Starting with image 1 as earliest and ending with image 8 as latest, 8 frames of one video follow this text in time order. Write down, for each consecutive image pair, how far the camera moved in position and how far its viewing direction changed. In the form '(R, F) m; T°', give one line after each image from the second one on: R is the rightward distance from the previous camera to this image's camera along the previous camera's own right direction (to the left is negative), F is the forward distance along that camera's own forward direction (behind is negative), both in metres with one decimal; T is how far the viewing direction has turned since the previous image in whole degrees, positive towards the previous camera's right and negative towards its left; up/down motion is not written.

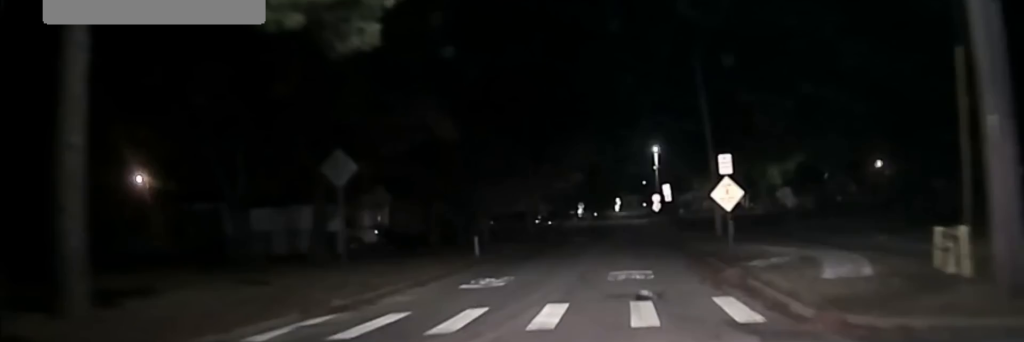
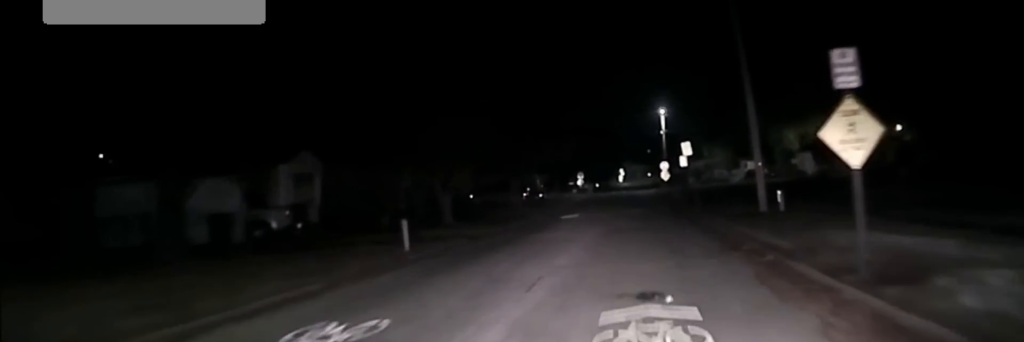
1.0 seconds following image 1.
(0.0, +11.4) m; +2°
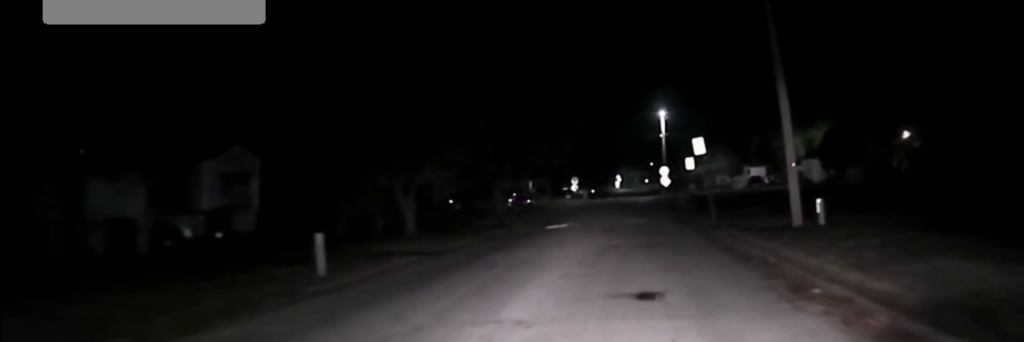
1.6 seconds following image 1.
(+0.2, +7.6) m; 0°
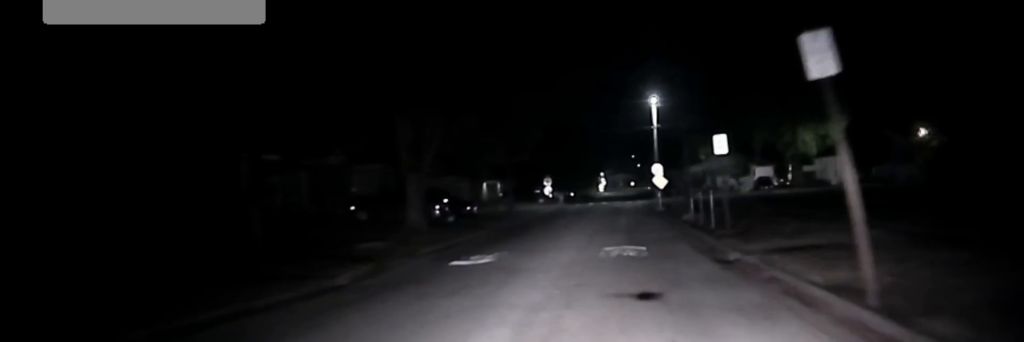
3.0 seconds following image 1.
(-0.1, +17.5) m; -1°
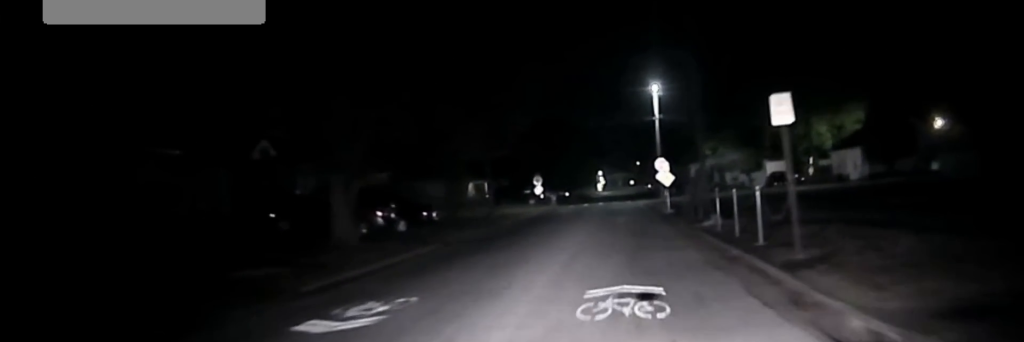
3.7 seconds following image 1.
(0.0, +9.0) m; 0°
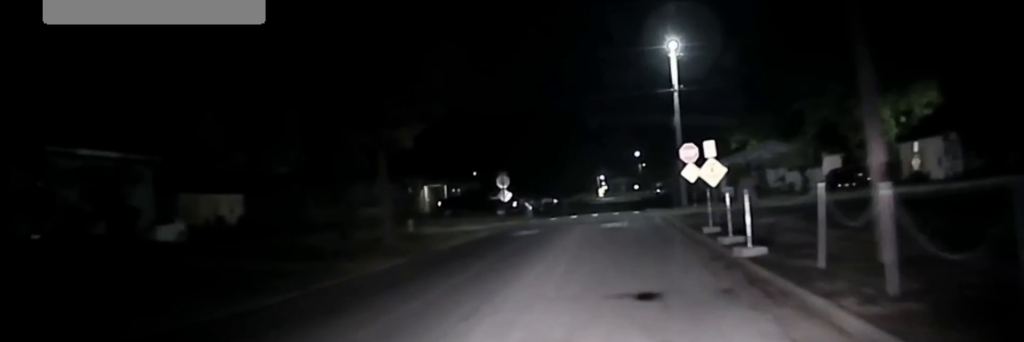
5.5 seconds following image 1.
(+0.1, +22.4) m; -1°
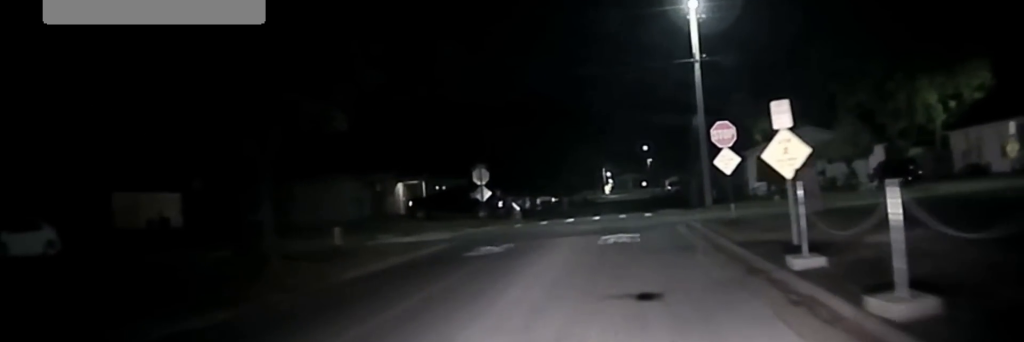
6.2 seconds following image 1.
(-0.1, +8.4) m; -1°
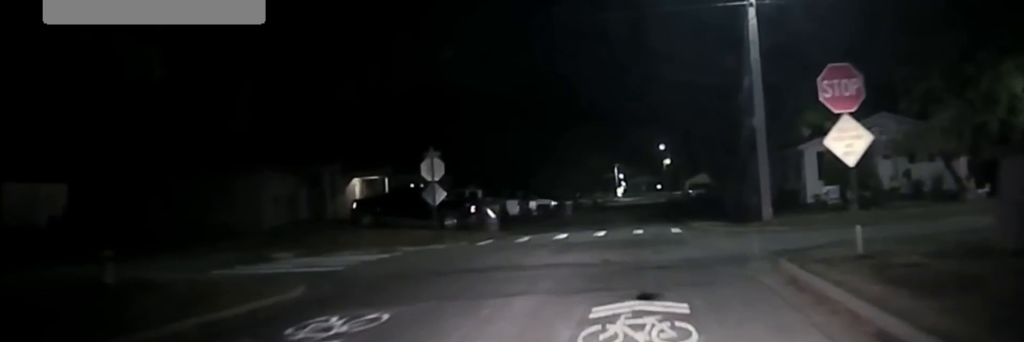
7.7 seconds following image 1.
(0.0, +10.3) m; 0°
